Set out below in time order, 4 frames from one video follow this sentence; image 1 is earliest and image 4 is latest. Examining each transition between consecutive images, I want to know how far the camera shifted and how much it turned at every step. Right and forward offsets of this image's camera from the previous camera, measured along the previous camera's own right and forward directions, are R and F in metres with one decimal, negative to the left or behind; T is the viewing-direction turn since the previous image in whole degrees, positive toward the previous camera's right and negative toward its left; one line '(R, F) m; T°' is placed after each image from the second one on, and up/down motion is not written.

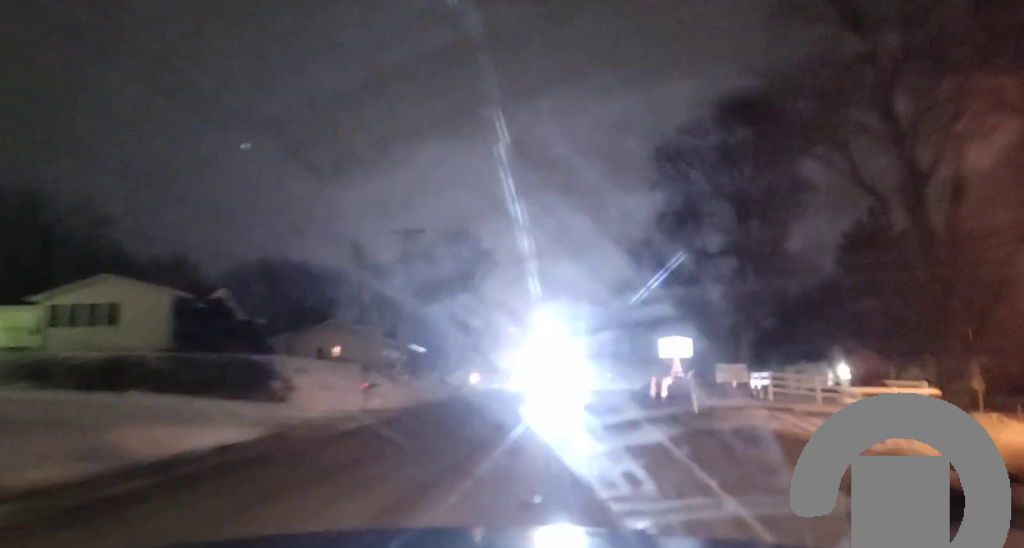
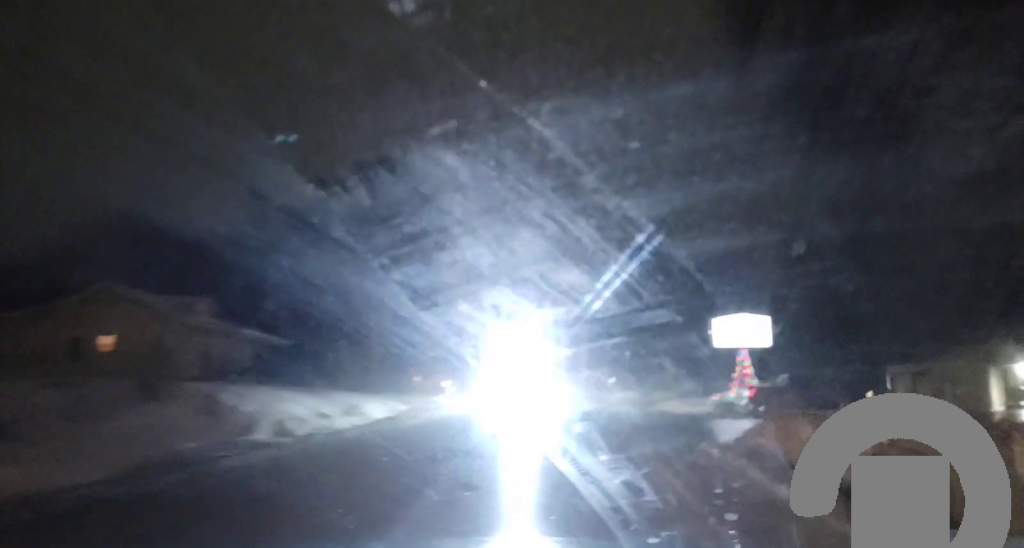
(-0.2, +37.3) m; 0°
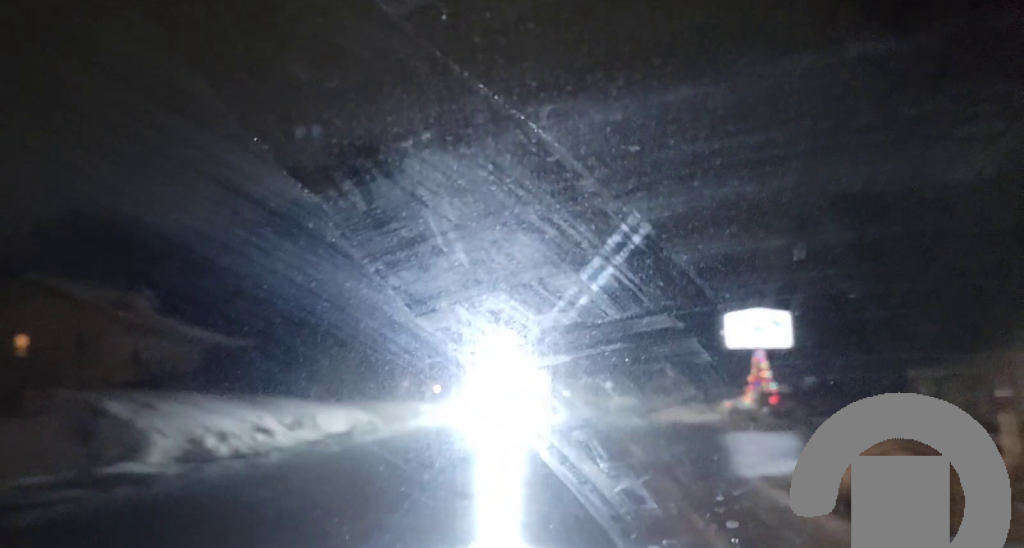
(0.0, +5.5) m; 0°
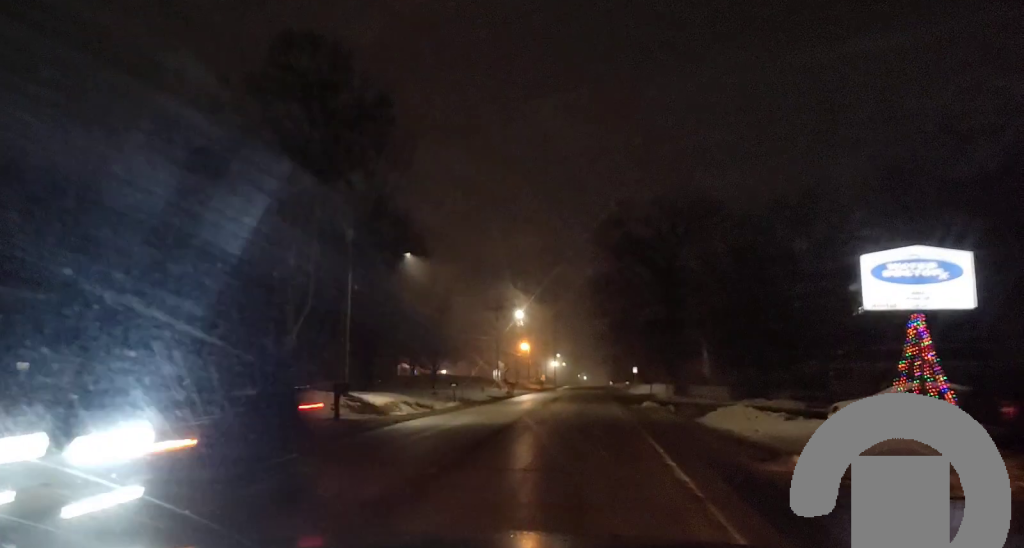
(-0.2, +19.0) m; -1°
